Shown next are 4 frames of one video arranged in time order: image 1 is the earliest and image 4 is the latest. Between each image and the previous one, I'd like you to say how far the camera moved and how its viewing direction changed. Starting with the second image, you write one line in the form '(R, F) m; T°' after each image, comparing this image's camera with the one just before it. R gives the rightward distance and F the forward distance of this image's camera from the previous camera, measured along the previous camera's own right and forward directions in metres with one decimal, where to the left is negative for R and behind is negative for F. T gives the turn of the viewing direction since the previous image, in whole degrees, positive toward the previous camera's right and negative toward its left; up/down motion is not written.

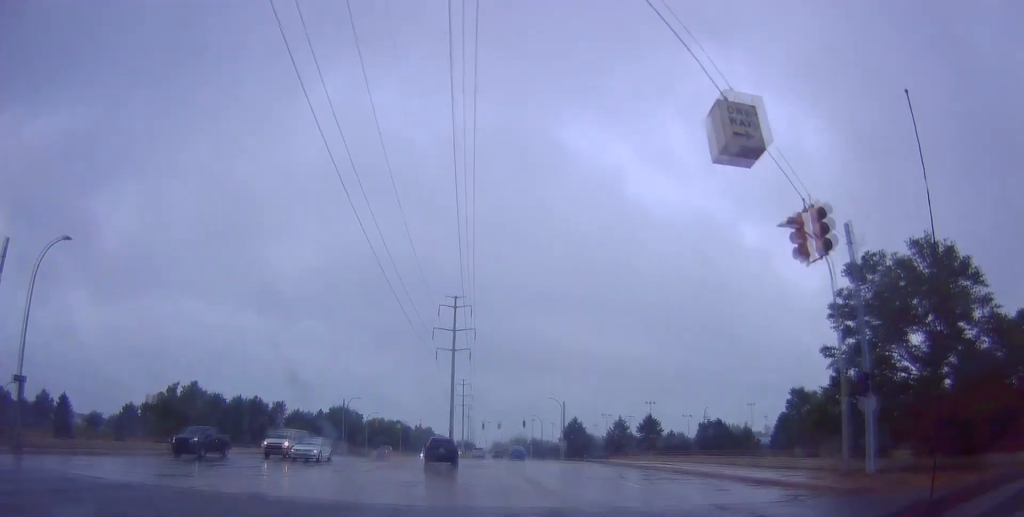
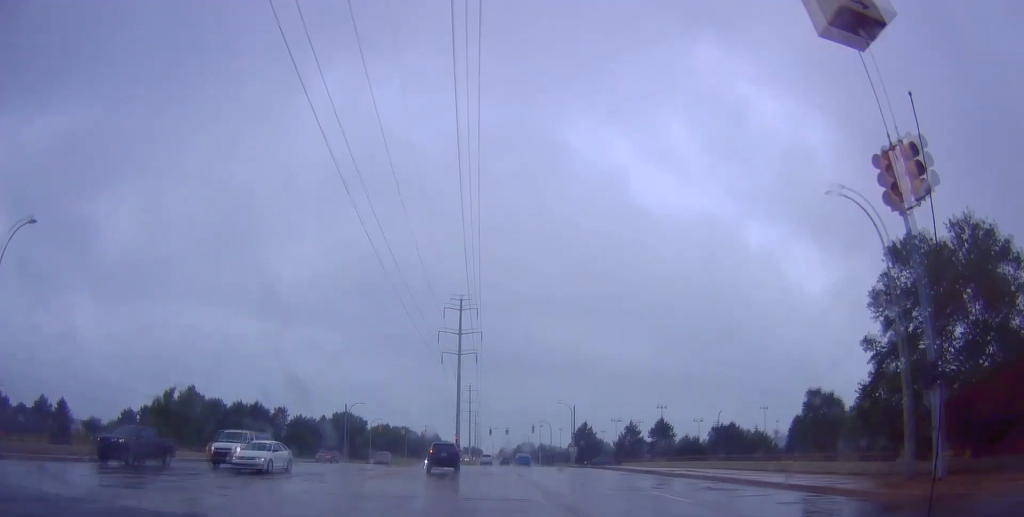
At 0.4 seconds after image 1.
(0.0, +2.8) m; 0°
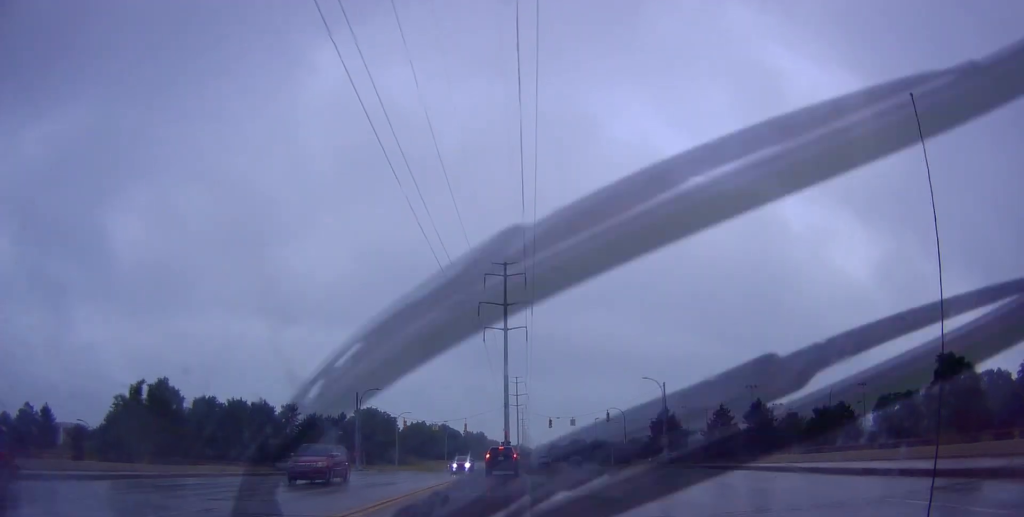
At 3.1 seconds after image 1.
(-2.0, +19.9) m; -9°
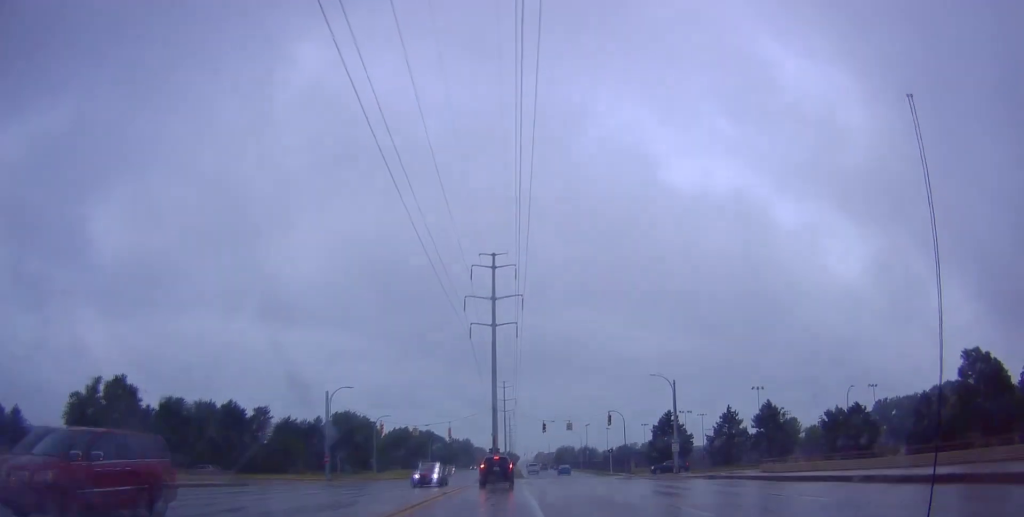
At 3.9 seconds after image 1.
(0.0, +6.8) m; -1°
